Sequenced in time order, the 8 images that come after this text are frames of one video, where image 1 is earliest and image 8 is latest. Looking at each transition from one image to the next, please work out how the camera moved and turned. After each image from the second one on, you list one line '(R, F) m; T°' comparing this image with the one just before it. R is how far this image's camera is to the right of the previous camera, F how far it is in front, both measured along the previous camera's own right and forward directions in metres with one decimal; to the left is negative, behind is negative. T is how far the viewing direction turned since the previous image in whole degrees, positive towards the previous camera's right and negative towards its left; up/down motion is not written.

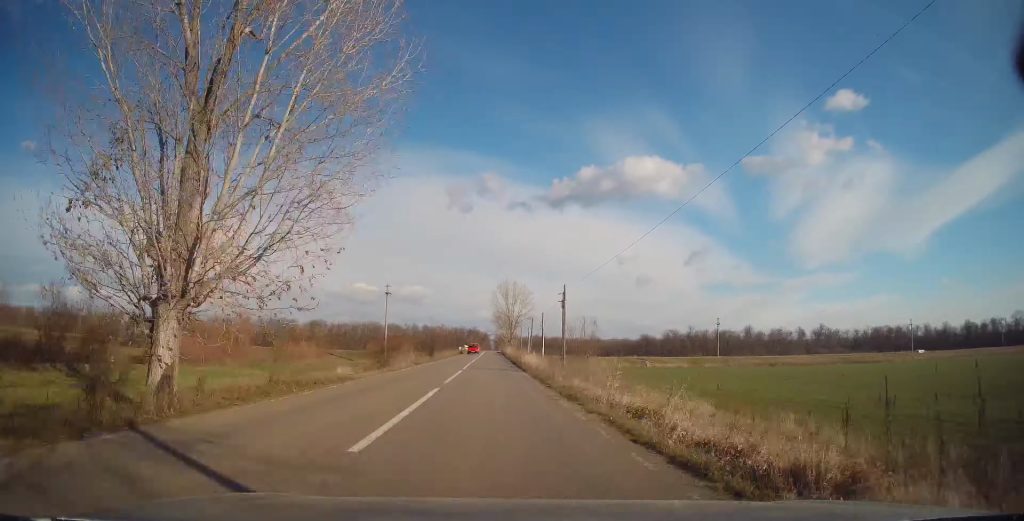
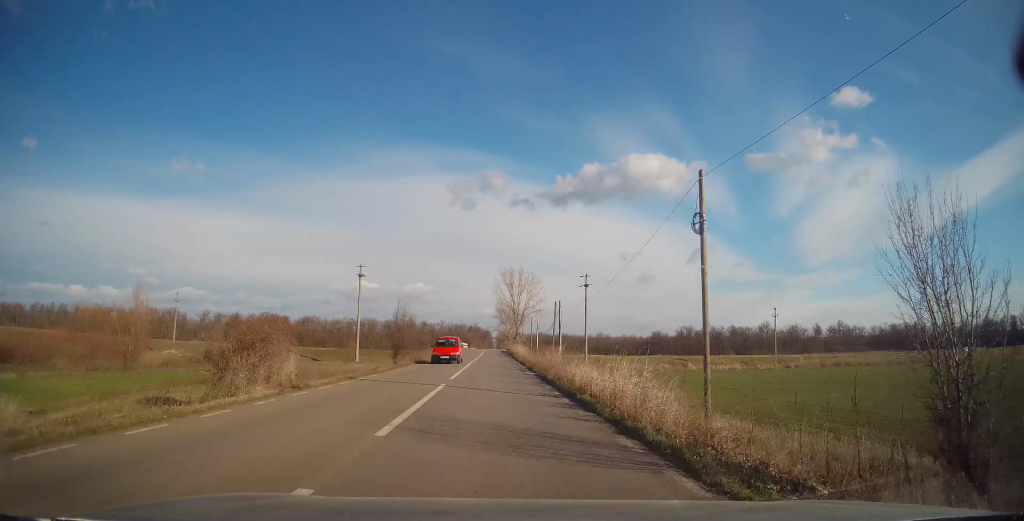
(0.0, +22.7) m; 0°
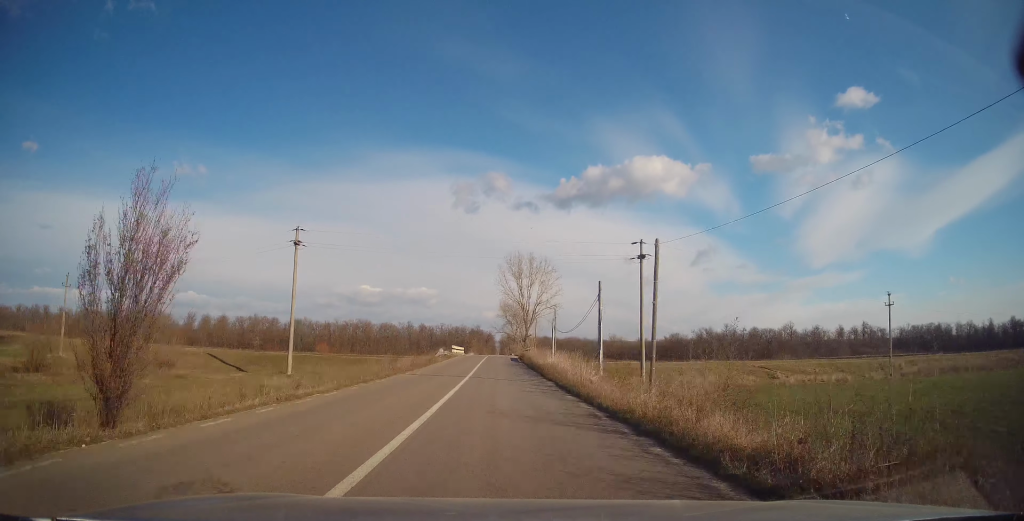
(0.0, +29.1) m; 0°
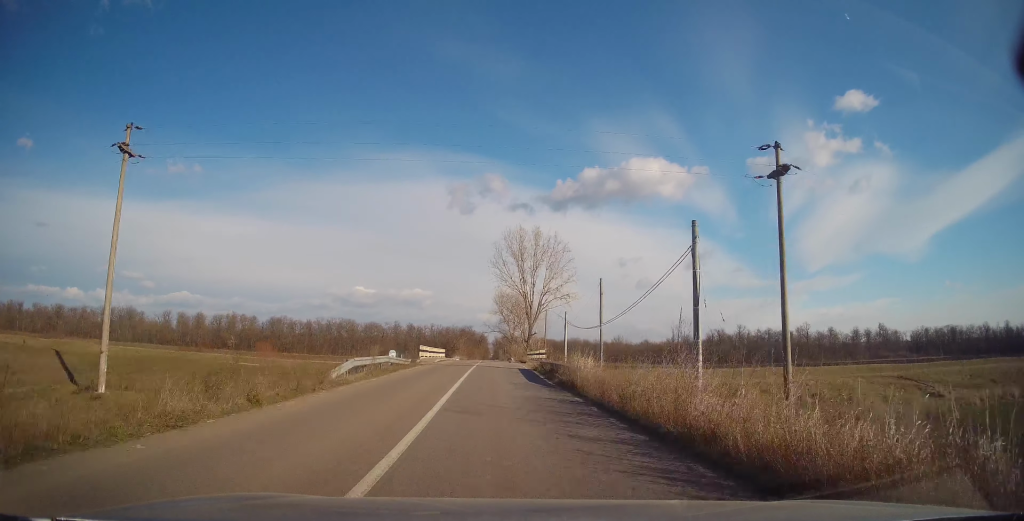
(-0.2, +26.6) m; -1°
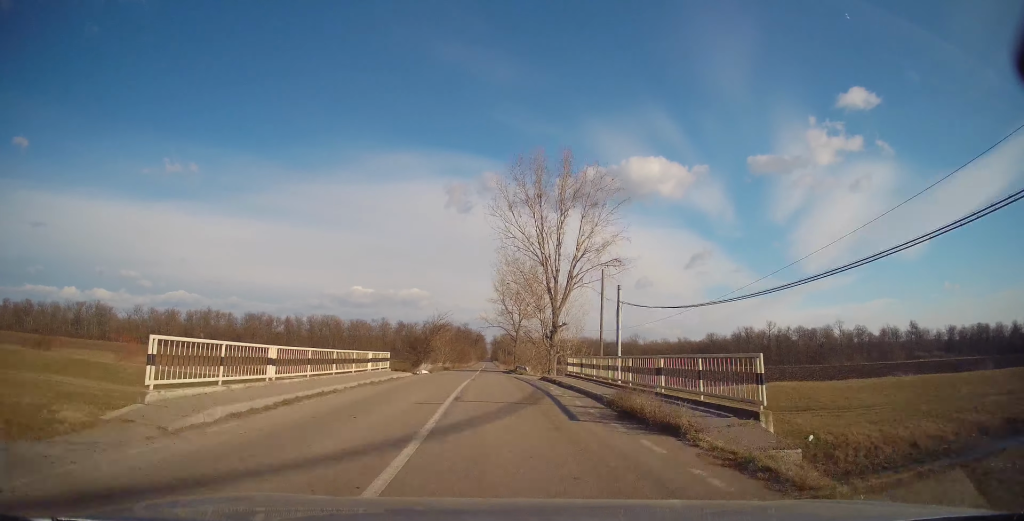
(+0.1, +36.4) m; +1°
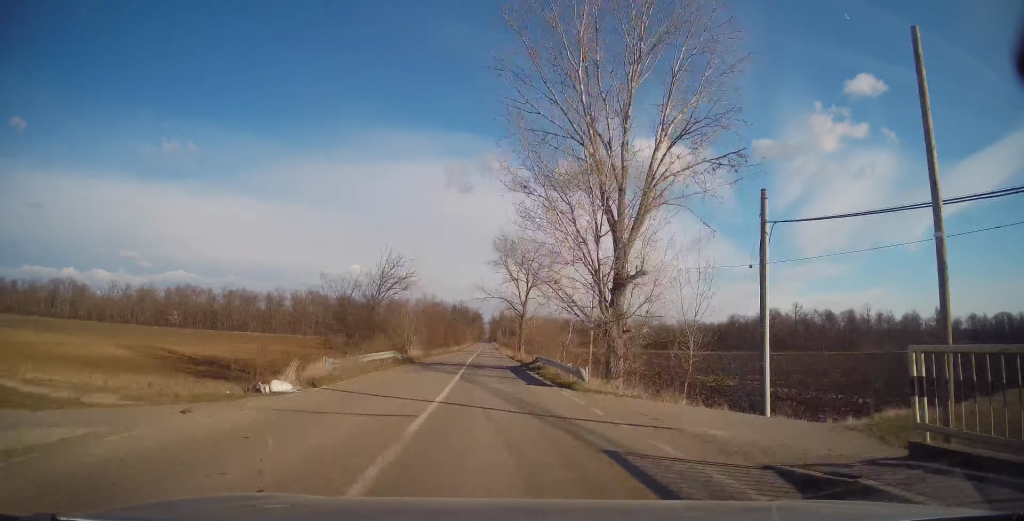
(+0.1, +26.0) m; +2°
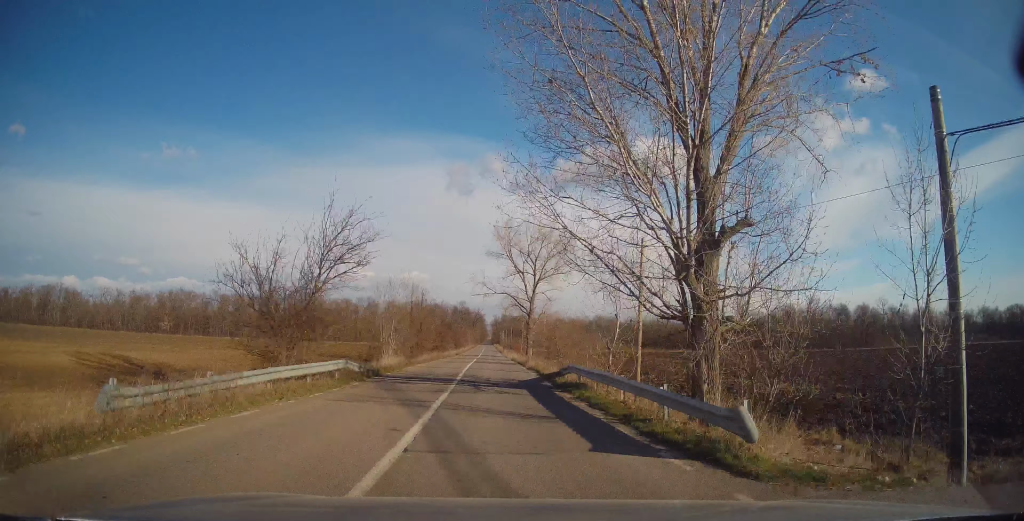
(+0.3, +10.4) m; 0°
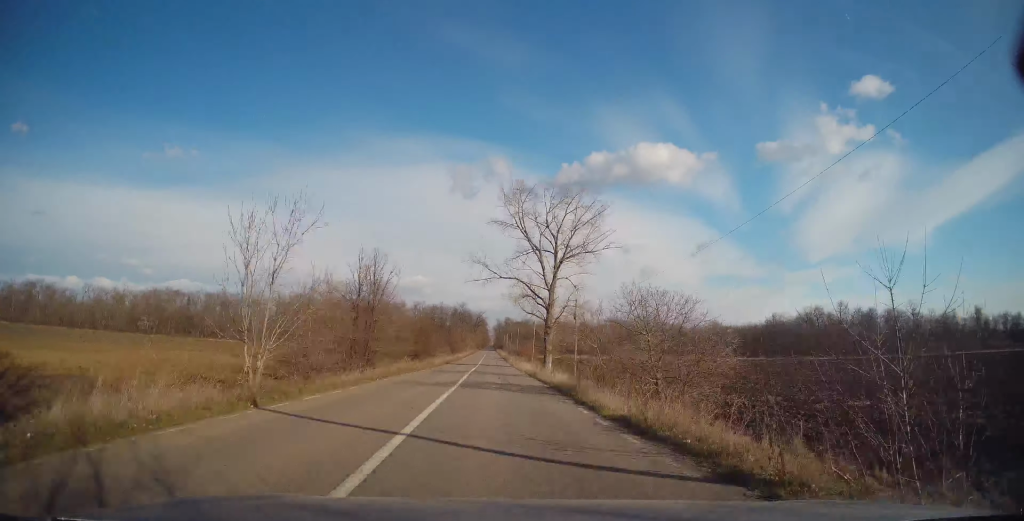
(+0.1, +20.5) m; -1°
